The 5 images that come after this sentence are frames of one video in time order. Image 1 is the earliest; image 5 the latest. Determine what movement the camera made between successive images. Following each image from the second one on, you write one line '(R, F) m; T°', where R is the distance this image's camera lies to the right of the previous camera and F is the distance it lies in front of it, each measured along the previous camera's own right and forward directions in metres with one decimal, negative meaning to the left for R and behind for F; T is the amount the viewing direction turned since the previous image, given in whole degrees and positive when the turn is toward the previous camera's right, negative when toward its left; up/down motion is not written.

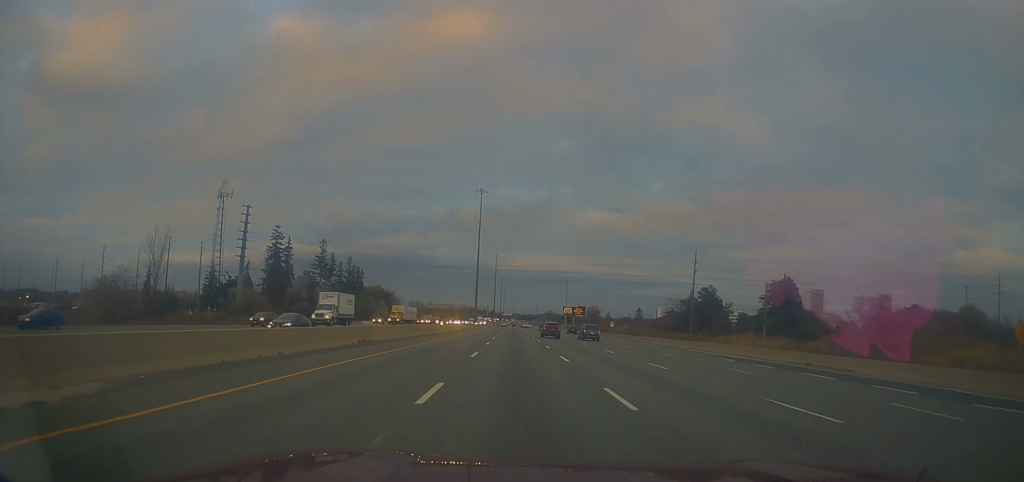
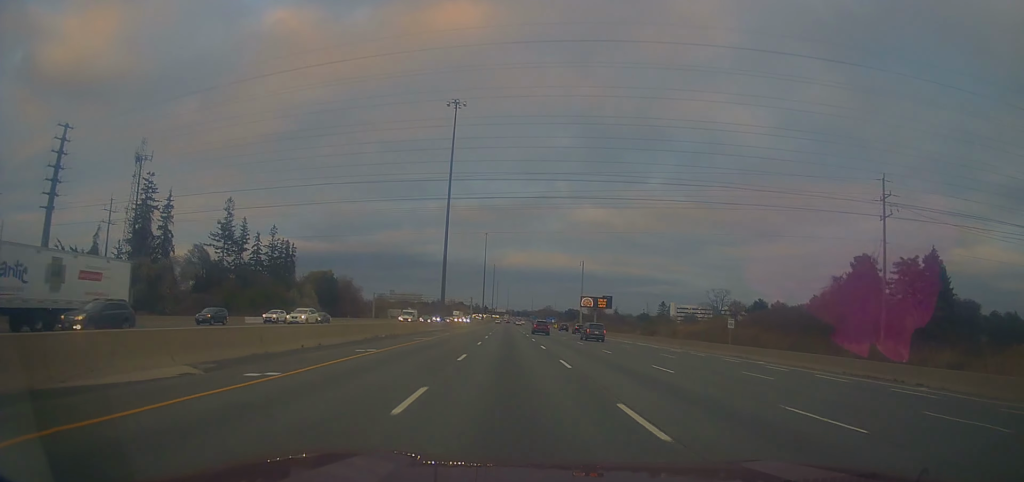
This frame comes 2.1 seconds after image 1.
(+0.7, +61.6) m; +1°
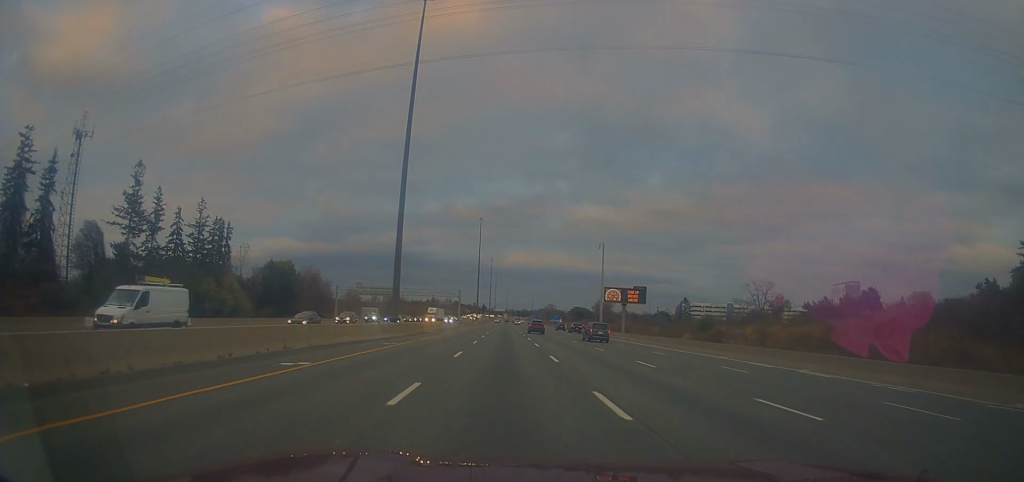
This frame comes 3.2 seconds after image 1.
(-0.2, +34.8) m; 0°
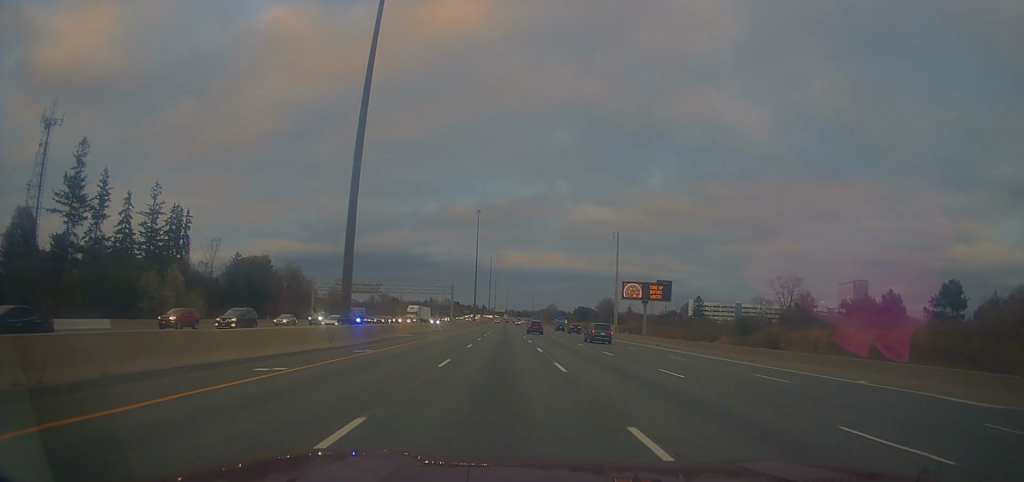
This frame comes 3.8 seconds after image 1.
(0.0, +15.9) m; 0°
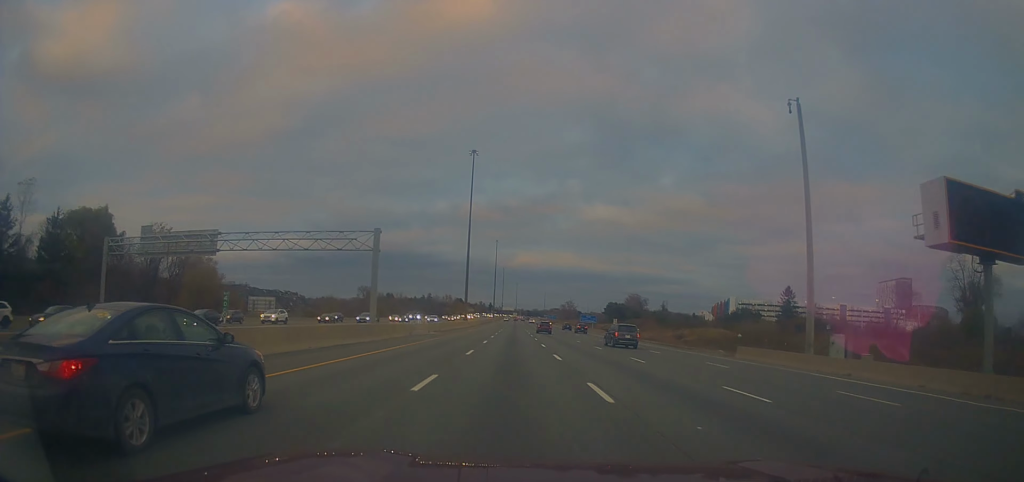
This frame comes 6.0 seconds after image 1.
(+0.9, +65.6) m; 0°
